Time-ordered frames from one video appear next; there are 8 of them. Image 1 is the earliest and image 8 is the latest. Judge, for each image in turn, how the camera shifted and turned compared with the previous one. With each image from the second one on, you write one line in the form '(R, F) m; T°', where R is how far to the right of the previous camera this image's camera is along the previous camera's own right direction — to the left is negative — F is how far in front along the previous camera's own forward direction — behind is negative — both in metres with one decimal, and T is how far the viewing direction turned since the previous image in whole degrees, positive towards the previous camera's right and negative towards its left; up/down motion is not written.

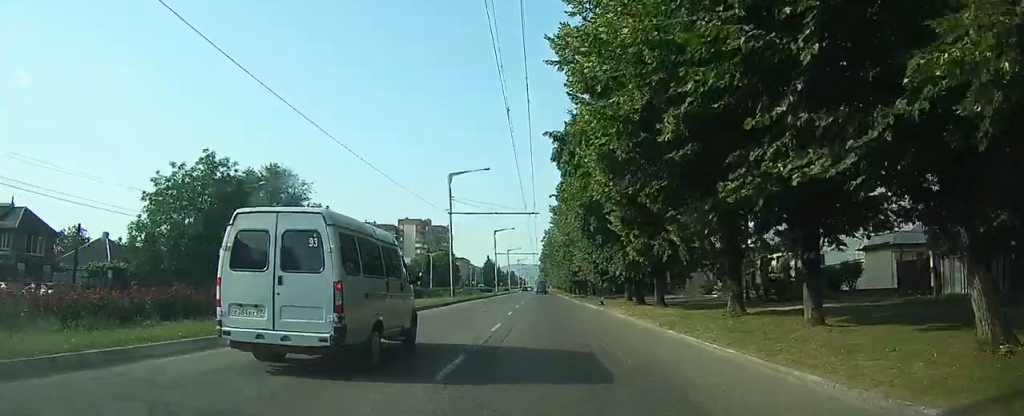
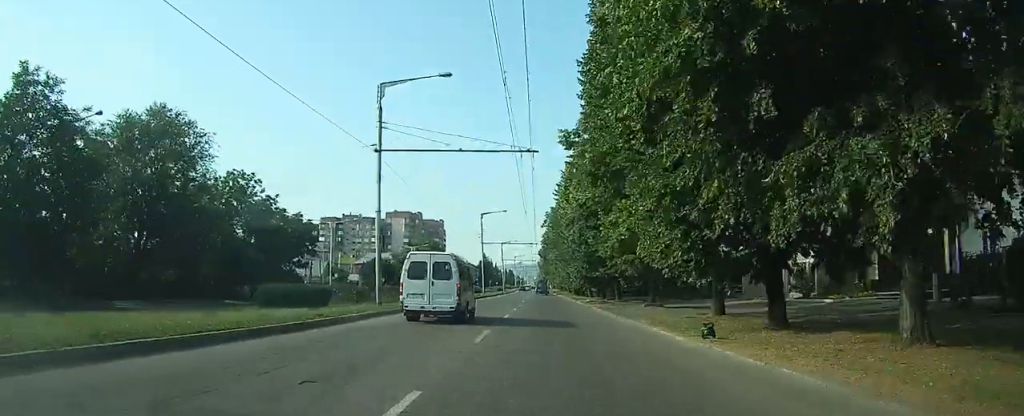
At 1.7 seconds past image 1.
(+0.4, +21.9) m; +1°
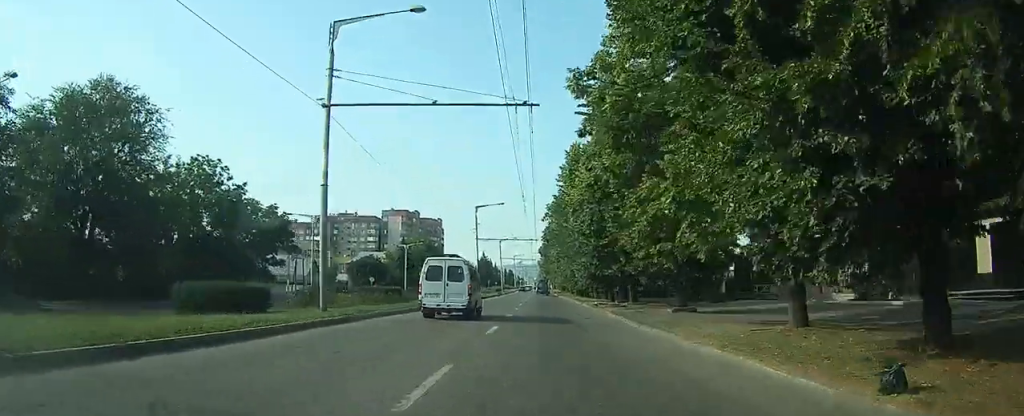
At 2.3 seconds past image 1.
(0.0, +6.9) m; 0°
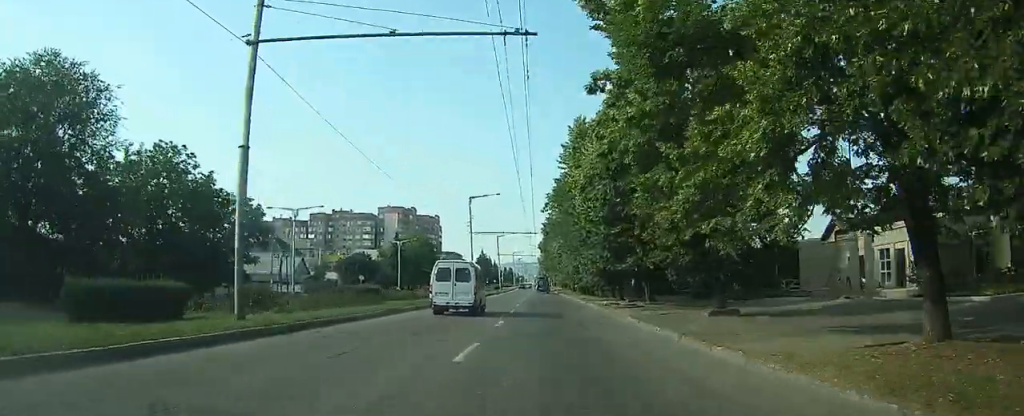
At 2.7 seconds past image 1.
(0.0, +5.6) m; 0°
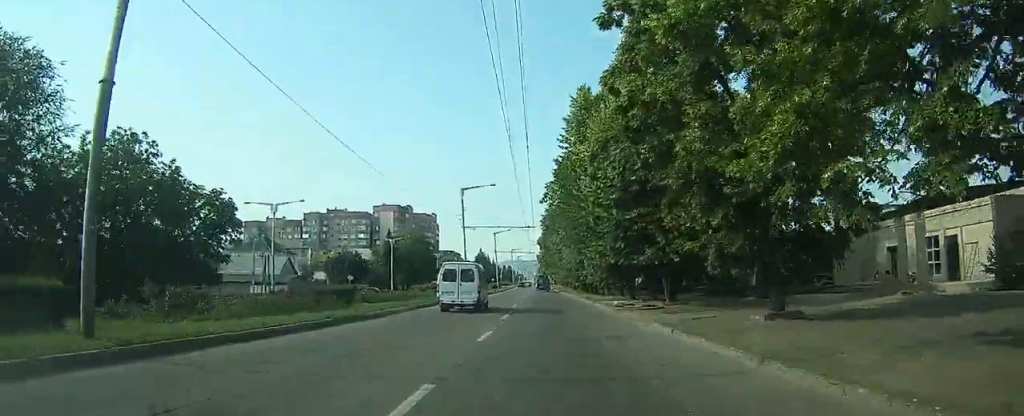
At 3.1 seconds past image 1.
(0.0, +5.2) m; 0°
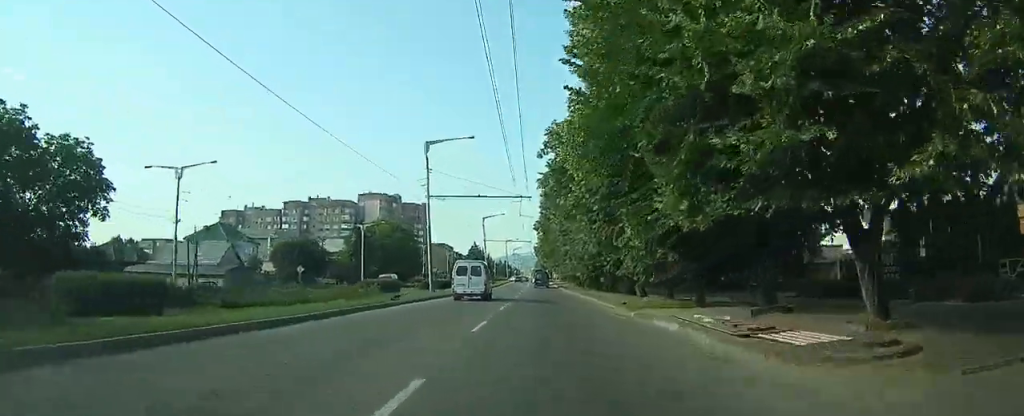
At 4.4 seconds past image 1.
(+0.1, +17.1) m; -1°
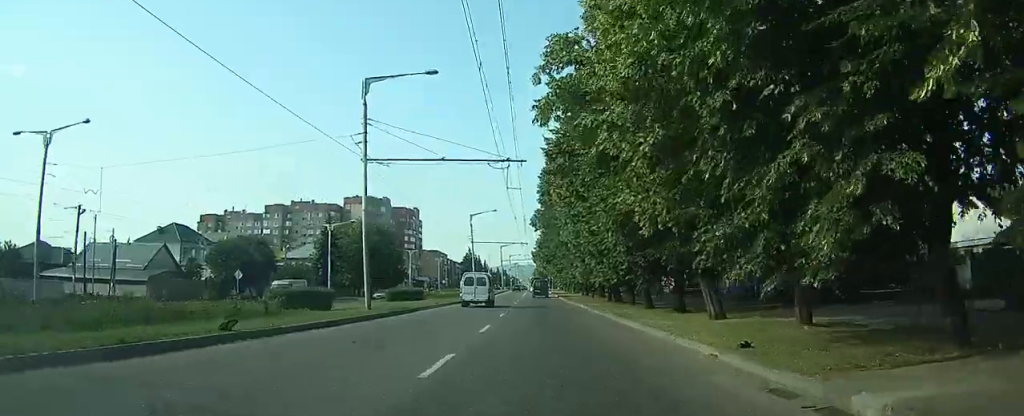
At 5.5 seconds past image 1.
(-0.4, +13.6) m; +1°
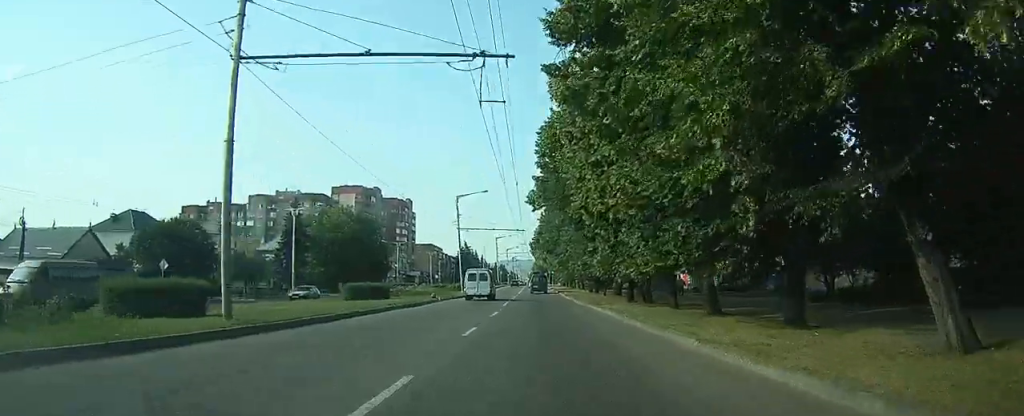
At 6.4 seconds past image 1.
(+0.5, +10.1) m; +2°
